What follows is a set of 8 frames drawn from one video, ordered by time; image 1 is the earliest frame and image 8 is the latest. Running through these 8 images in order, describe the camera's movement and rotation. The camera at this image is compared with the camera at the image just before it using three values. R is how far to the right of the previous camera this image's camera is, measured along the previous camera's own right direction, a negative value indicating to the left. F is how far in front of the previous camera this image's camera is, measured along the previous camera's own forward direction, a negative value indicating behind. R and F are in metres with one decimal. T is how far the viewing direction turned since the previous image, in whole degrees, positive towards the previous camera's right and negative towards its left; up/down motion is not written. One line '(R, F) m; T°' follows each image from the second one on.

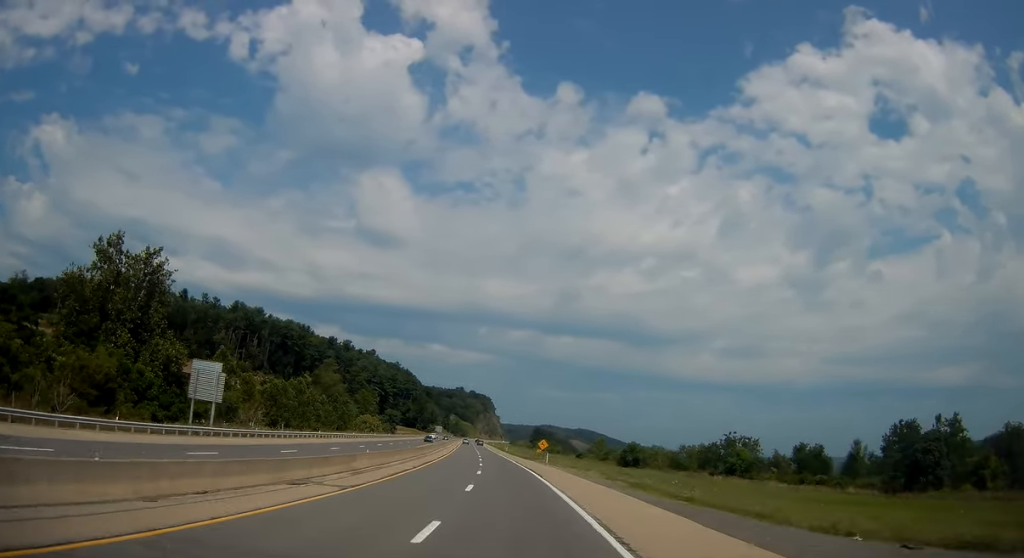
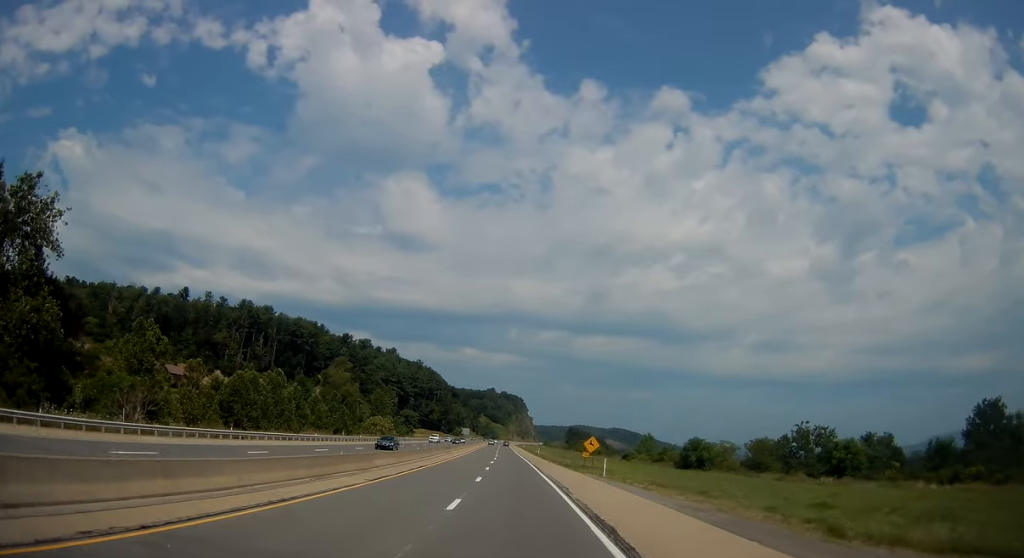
(-1.1, +31.4) m; -3°
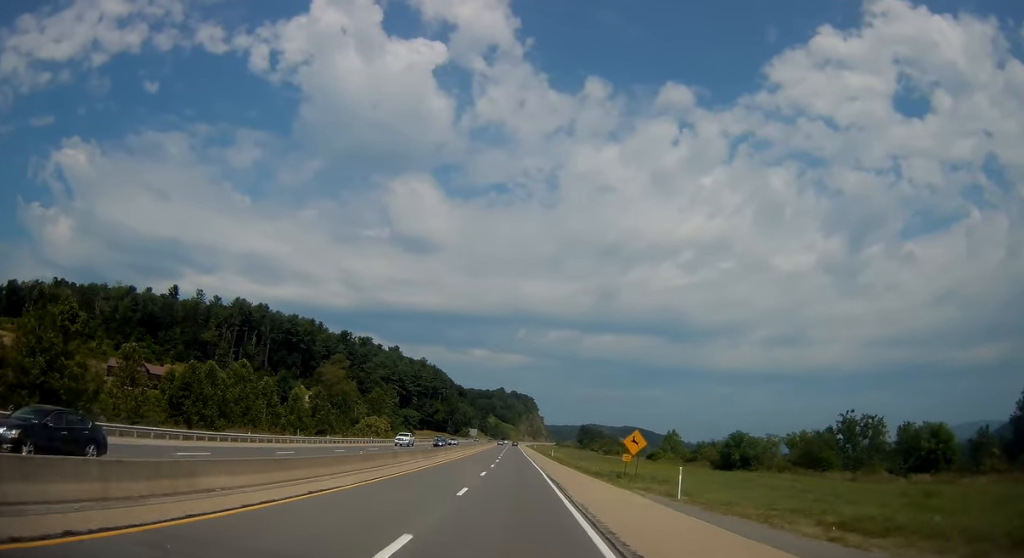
(-0.2, +19.8) m; -1°
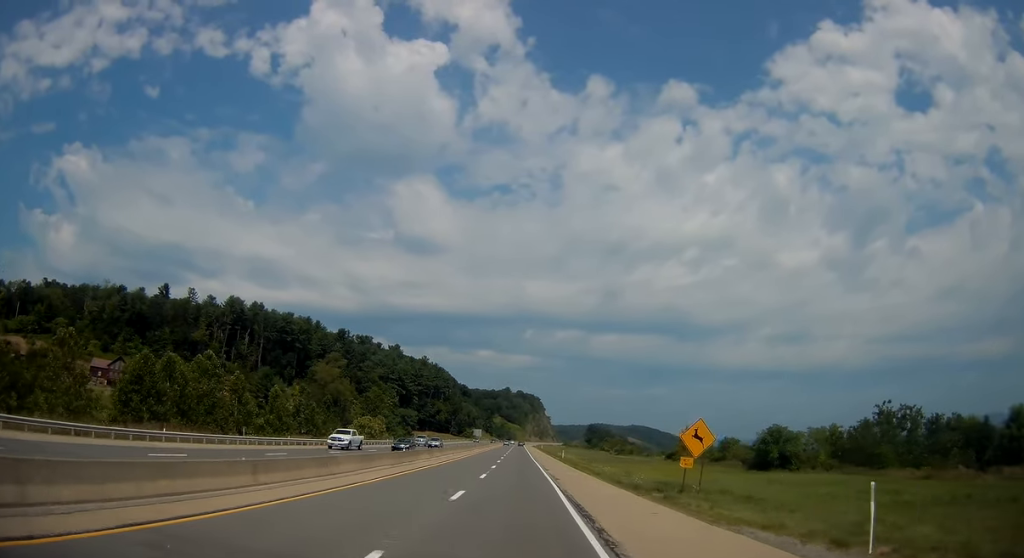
(0.0, +14.0) m; -1°
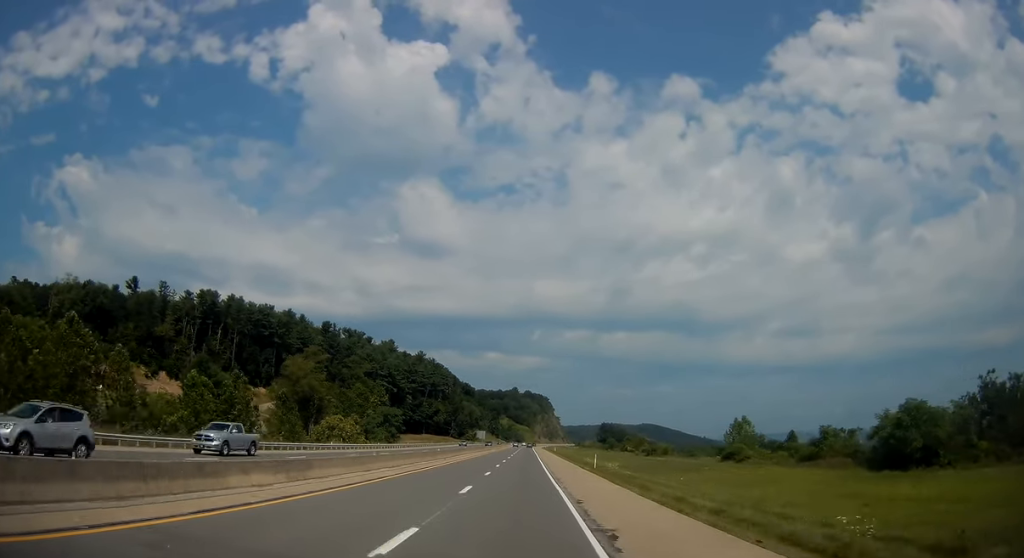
(-0.9, +33.9) m; -2°
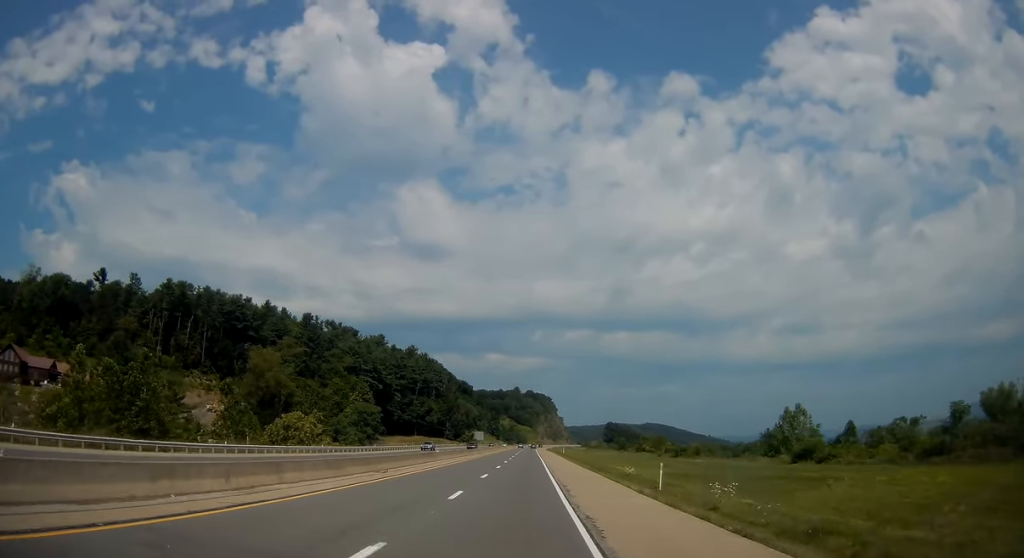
(-0.1, +26.6) m; 0°
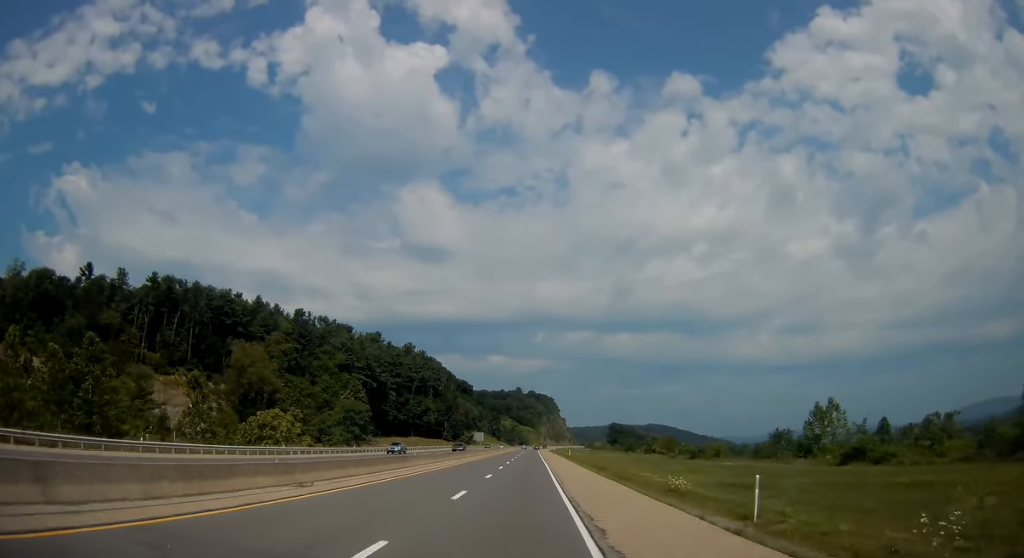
(+0.1, +11.6) m; 0°
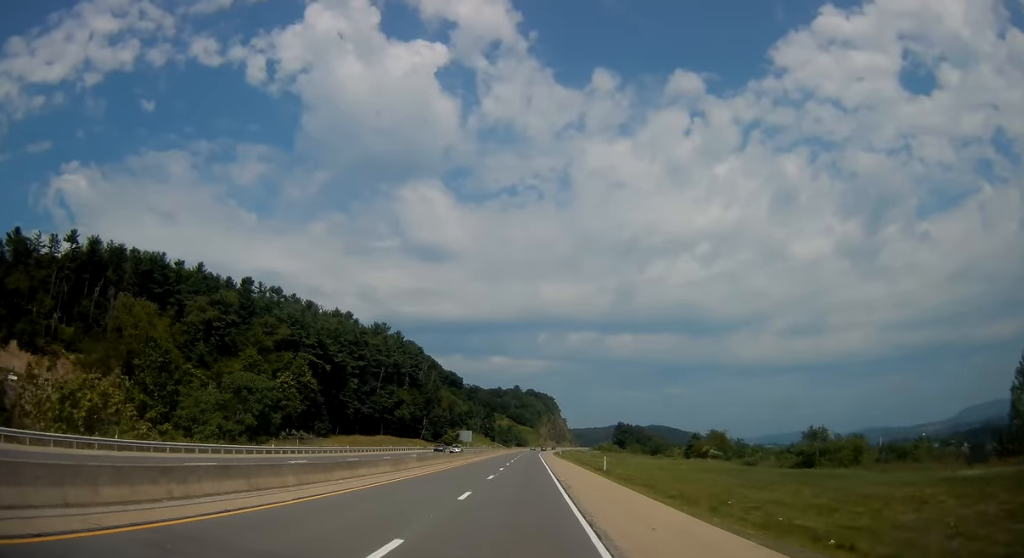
(-0.4, +48.2) m; -1°
